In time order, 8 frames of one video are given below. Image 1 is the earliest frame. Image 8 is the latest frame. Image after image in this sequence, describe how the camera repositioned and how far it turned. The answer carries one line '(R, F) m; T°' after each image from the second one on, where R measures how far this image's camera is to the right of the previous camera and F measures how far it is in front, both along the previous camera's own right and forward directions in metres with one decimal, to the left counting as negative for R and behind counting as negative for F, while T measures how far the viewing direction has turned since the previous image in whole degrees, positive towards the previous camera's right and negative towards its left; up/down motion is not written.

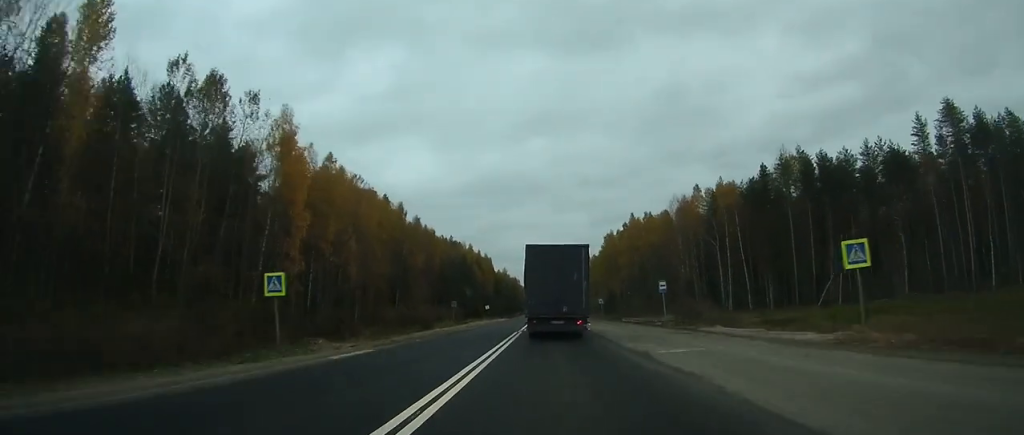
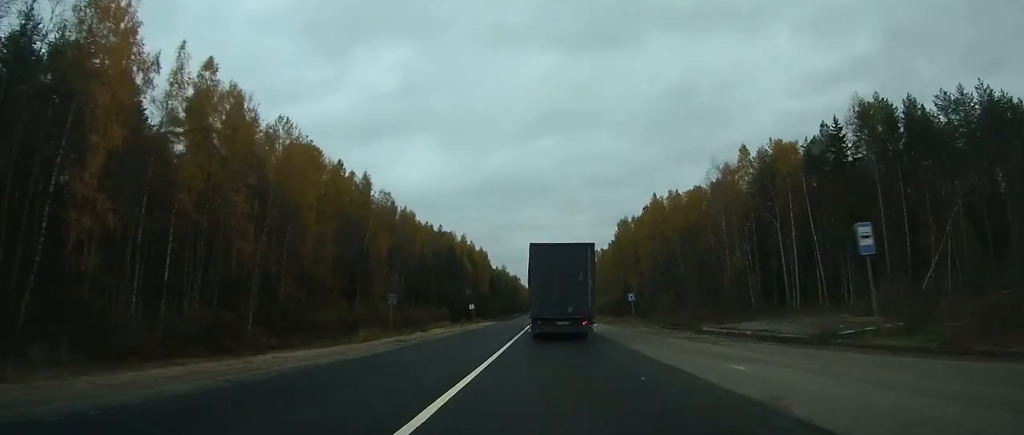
(-0.1, +30.3) m; 0°
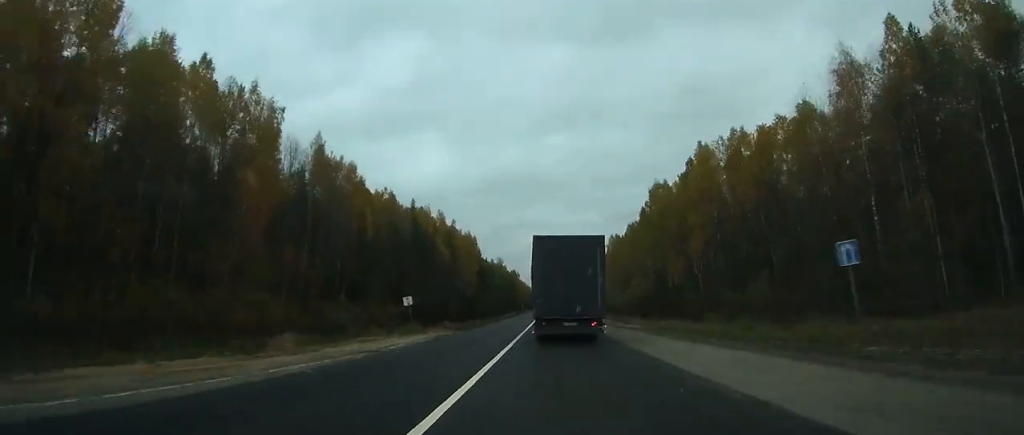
(+0.1, +43.7) m; 0°
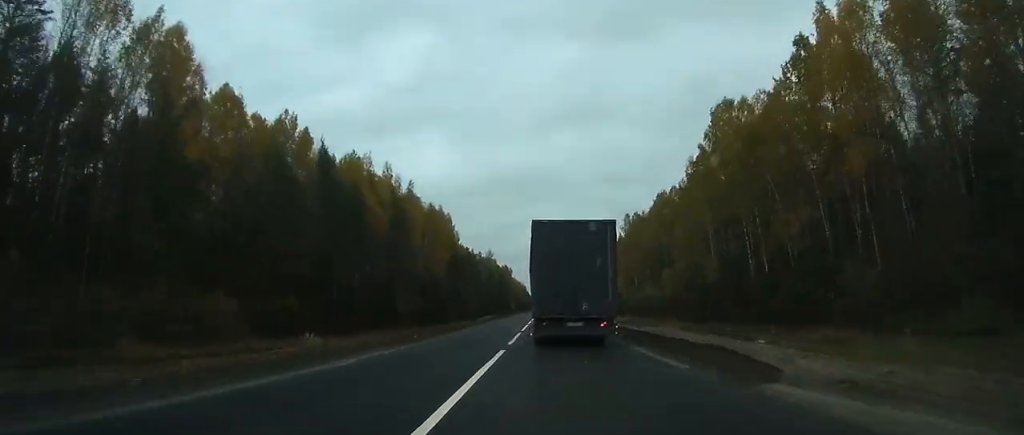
(+0.1, +45.4) m; 0°
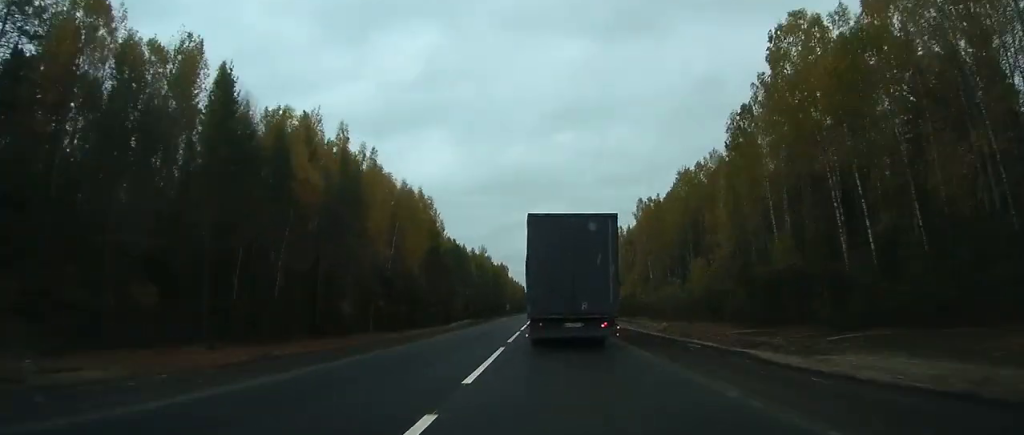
(0.0, +21.5) m; 0°
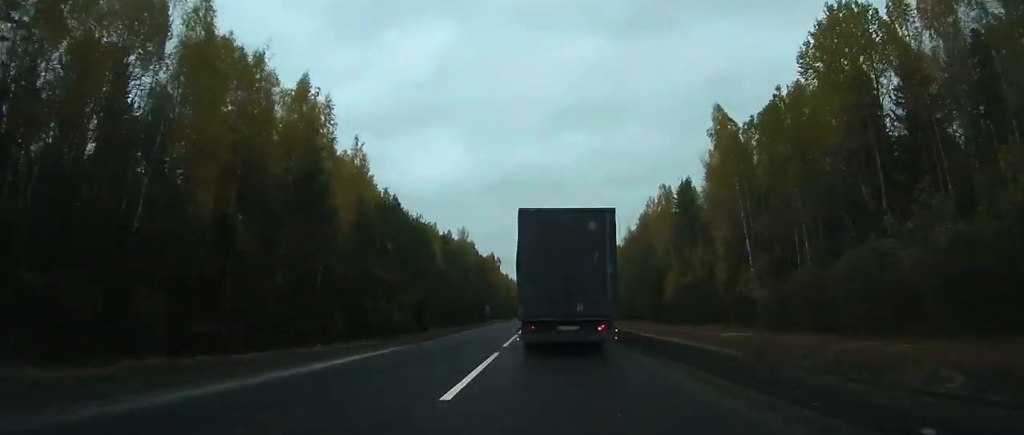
(+0.1, +60.9) m; 0°
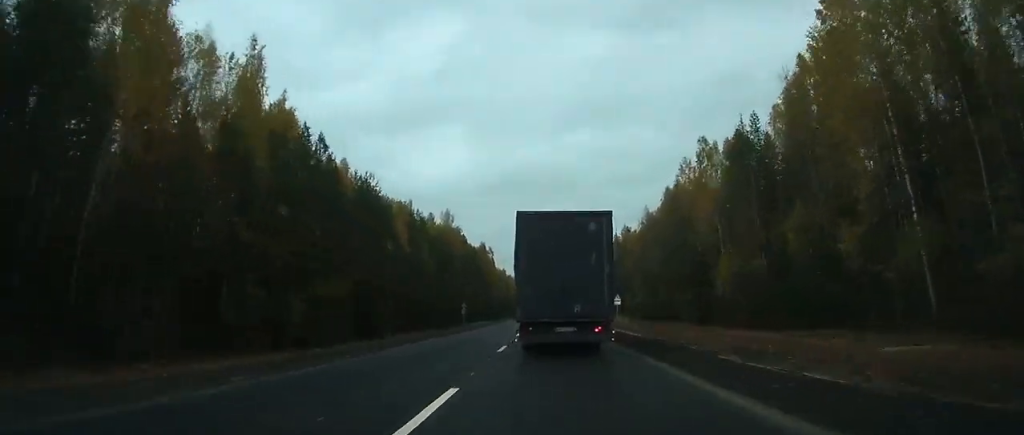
(0.0, +33.5) m; 0°
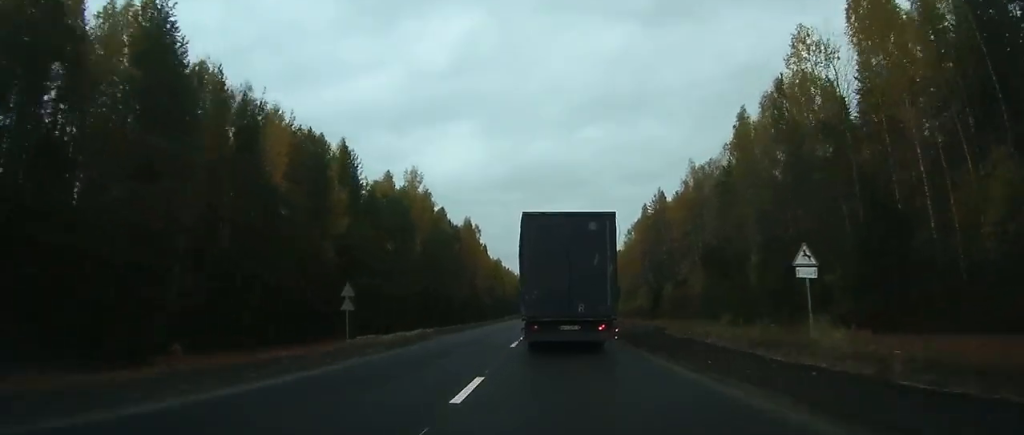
(-0.1, +48.4) m; 0°
